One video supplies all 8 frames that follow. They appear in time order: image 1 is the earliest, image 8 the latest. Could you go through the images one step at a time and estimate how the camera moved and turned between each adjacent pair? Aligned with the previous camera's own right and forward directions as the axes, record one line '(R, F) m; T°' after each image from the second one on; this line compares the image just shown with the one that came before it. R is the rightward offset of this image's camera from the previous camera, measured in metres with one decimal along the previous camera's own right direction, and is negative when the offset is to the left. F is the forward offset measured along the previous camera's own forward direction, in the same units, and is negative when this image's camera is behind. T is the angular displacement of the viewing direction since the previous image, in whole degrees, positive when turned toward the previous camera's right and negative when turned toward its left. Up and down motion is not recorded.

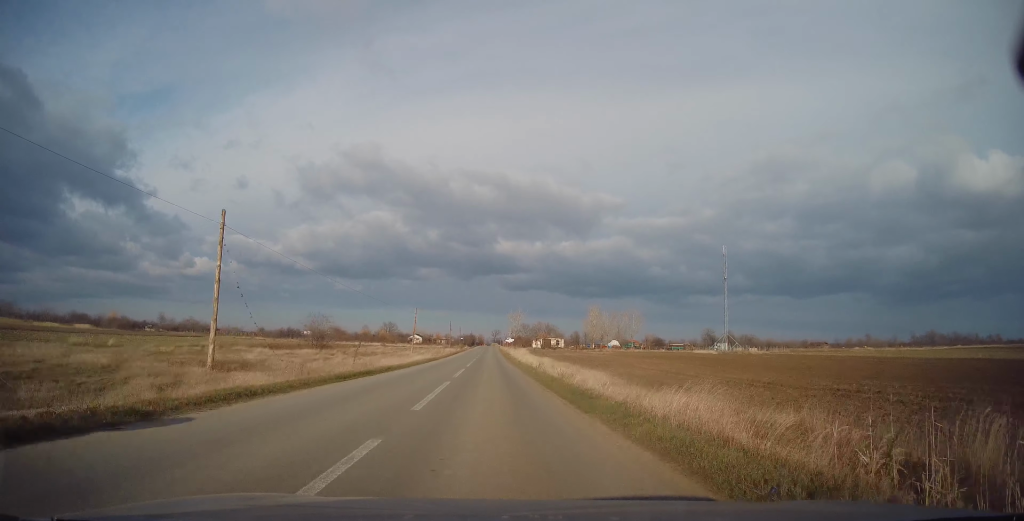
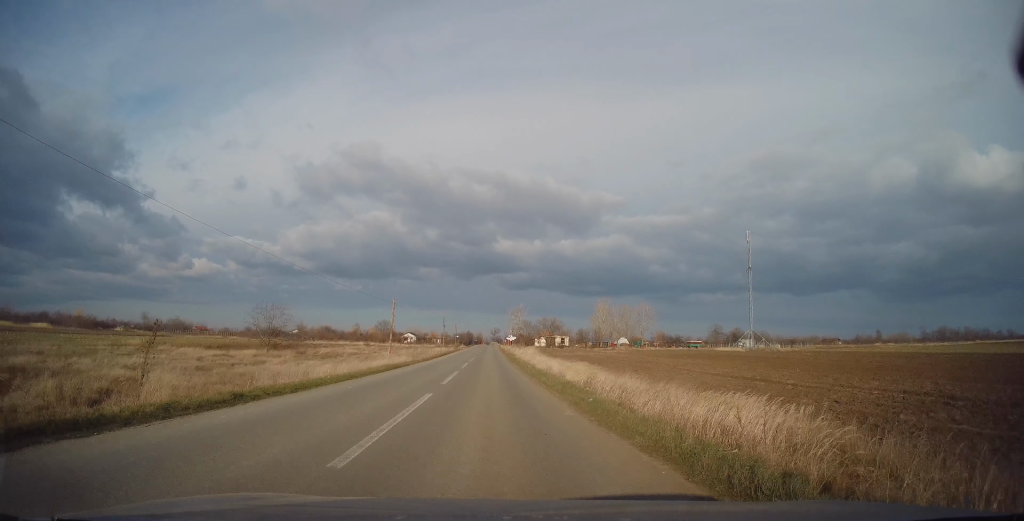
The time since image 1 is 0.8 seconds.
(0.0, +16.2) m; +1°
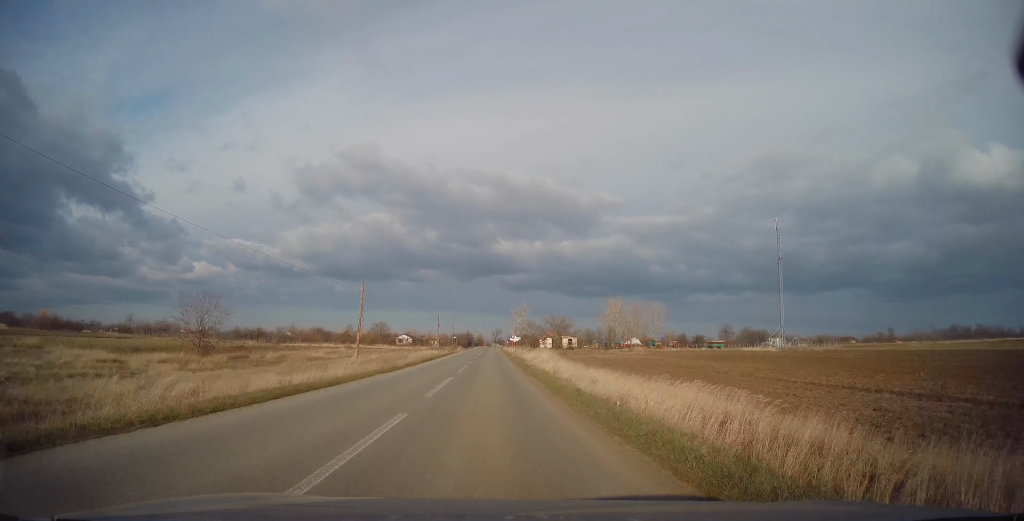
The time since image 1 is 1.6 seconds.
(+0.2, +15.5) m; 0°
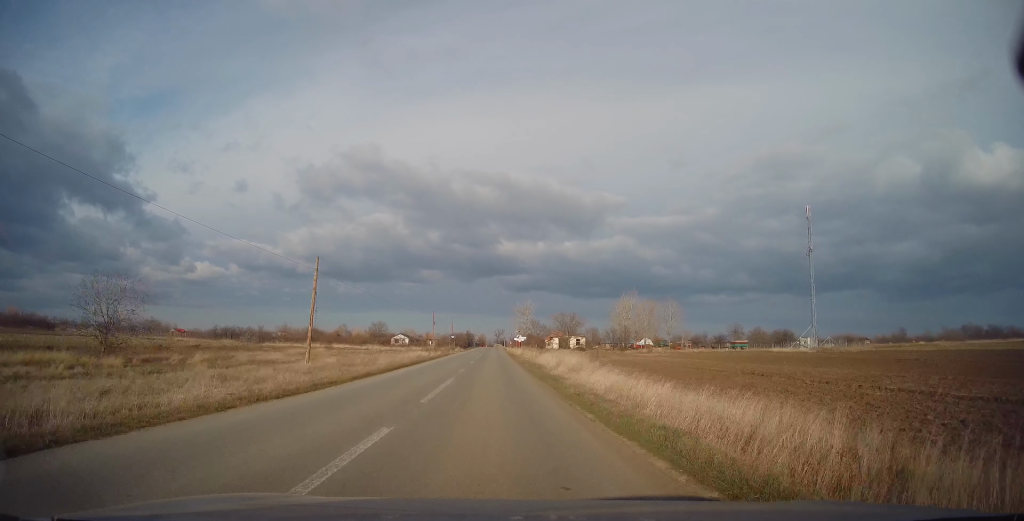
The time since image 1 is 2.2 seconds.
(0.0, +12.8) m; -1°
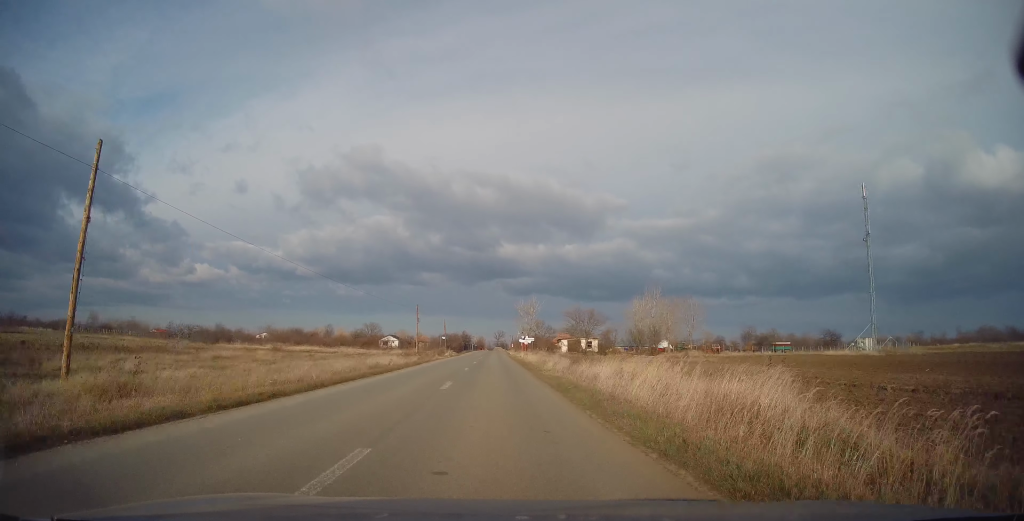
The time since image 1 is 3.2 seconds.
(-0.4, +20.2) m; -1°
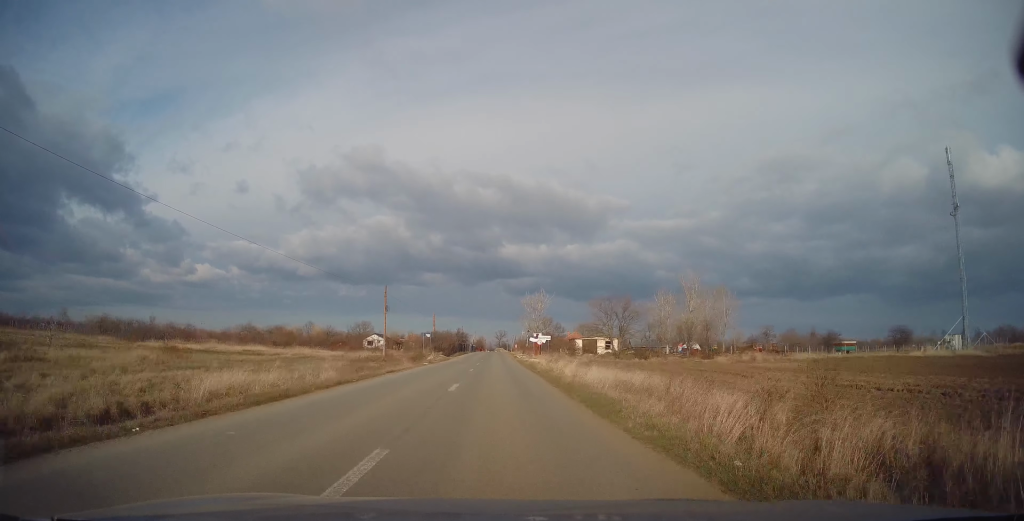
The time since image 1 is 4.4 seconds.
(-0.1, +23.9) m; 0°
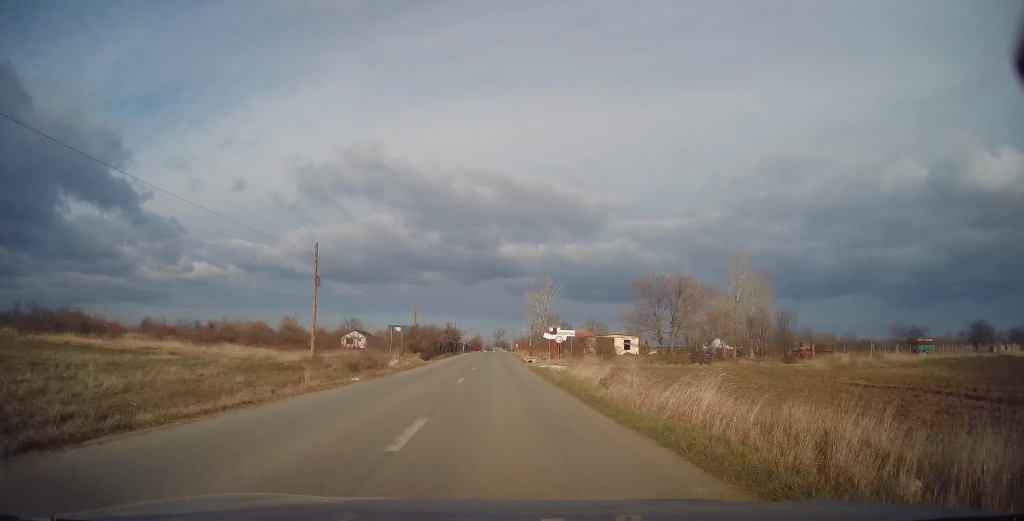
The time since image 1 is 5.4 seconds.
(+0.2, +20.1) m; +1°
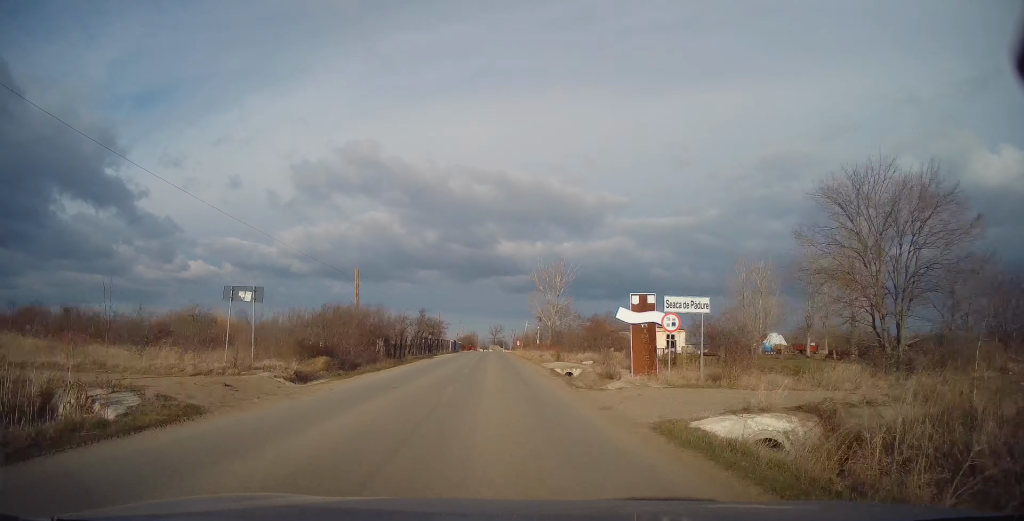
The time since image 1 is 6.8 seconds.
(+0.2, +28.2) m; +1°
